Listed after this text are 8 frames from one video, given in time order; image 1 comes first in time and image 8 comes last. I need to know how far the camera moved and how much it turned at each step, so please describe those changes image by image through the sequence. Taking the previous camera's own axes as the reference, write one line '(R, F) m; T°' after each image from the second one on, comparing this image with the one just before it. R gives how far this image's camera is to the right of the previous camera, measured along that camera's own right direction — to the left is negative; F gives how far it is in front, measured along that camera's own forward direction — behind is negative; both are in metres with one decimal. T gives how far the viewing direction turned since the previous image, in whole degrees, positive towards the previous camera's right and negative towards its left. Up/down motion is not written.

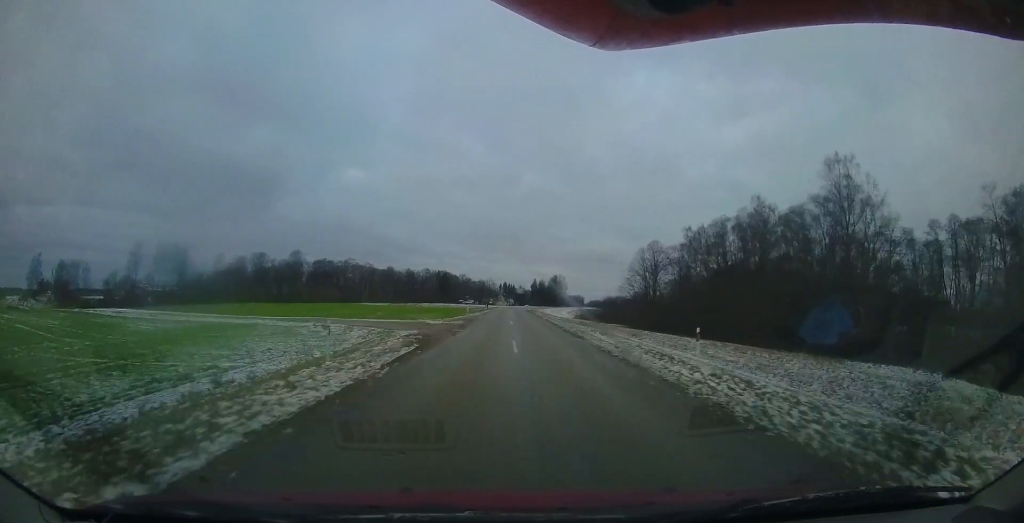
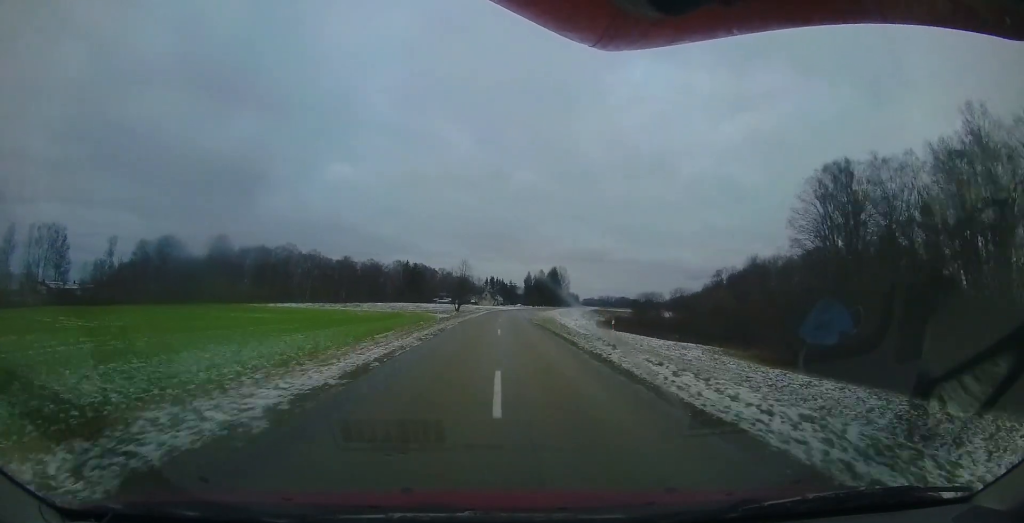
(-0.4, +42.7) m; 0°
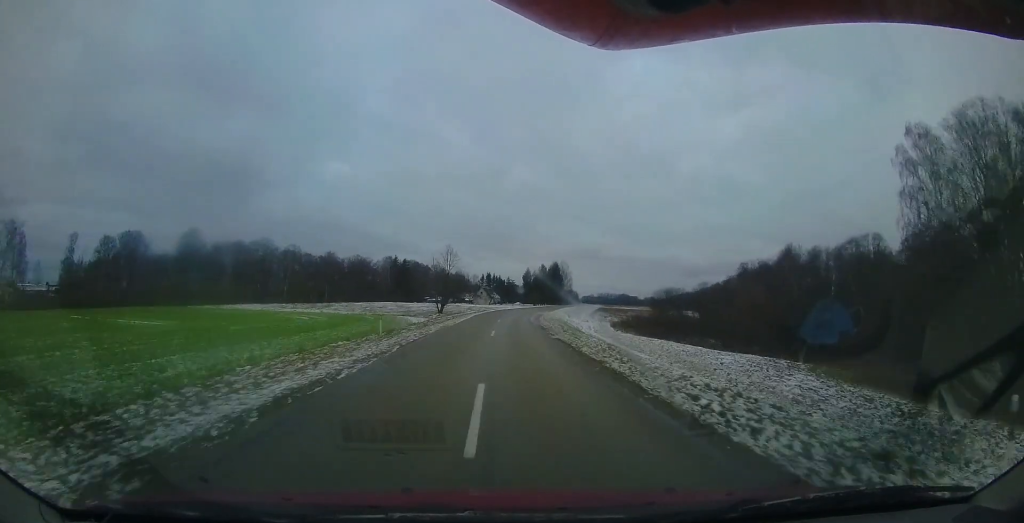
(0.0, +13.3) m; +1°
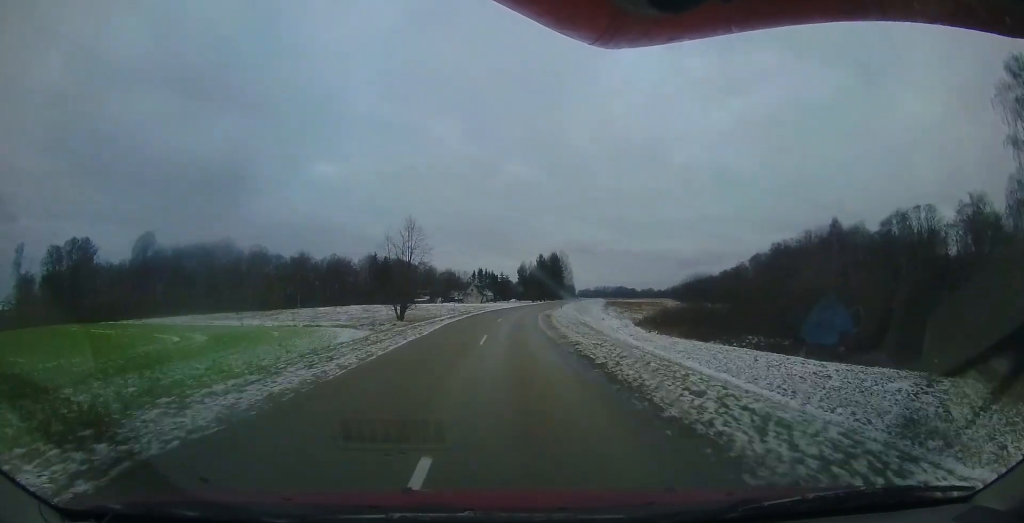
(+0.2, +15.3) m; +1°
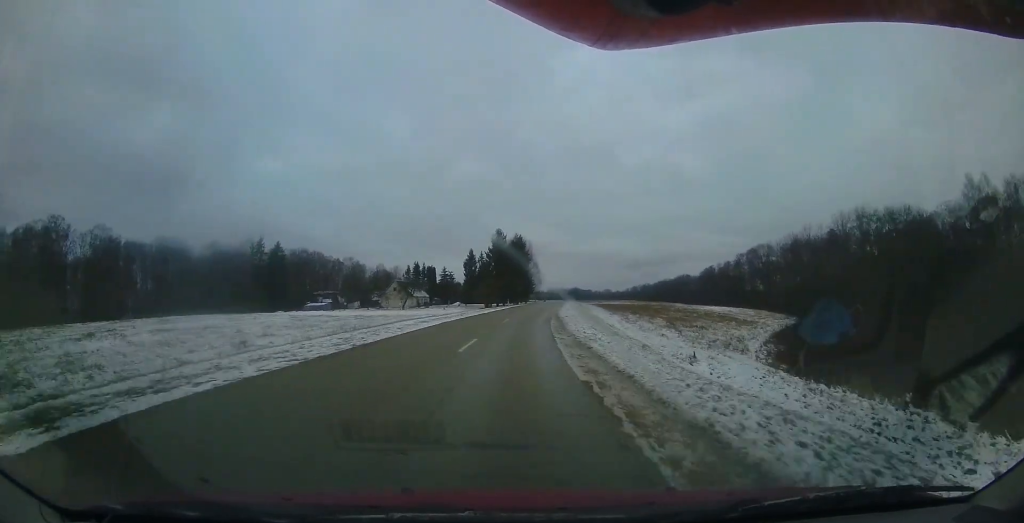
(+1.0, +37.8) m; +5°
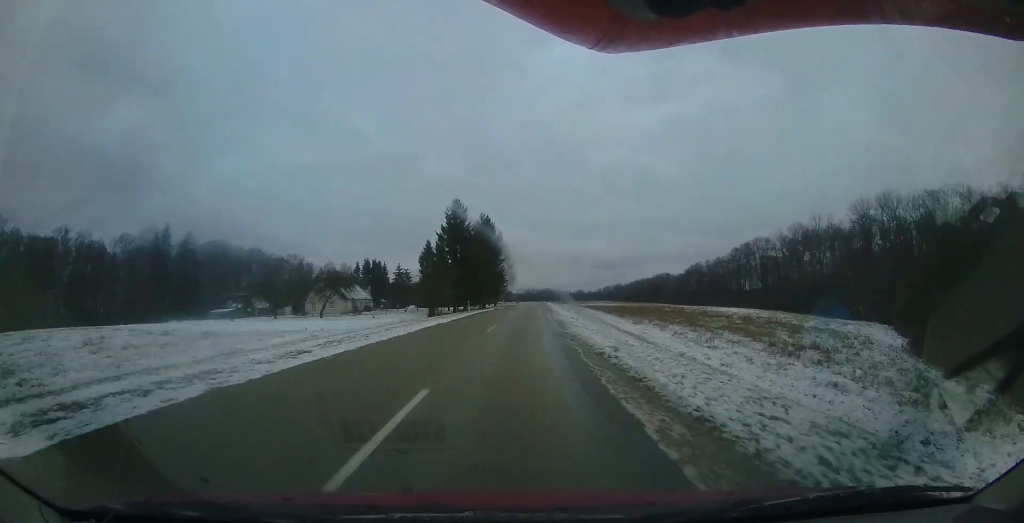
(+0.7, +18.8) m; +5°
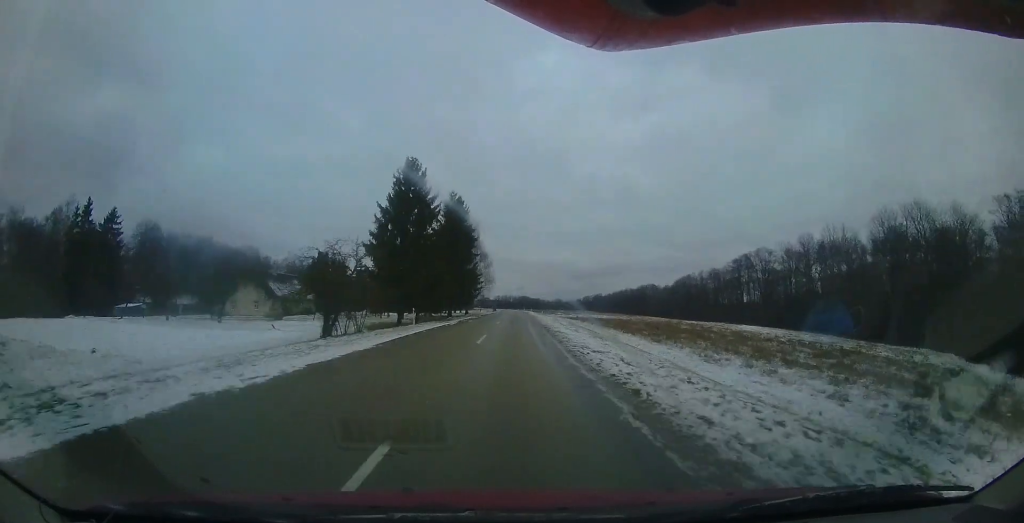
(+0.2, +13.6) m; +4°
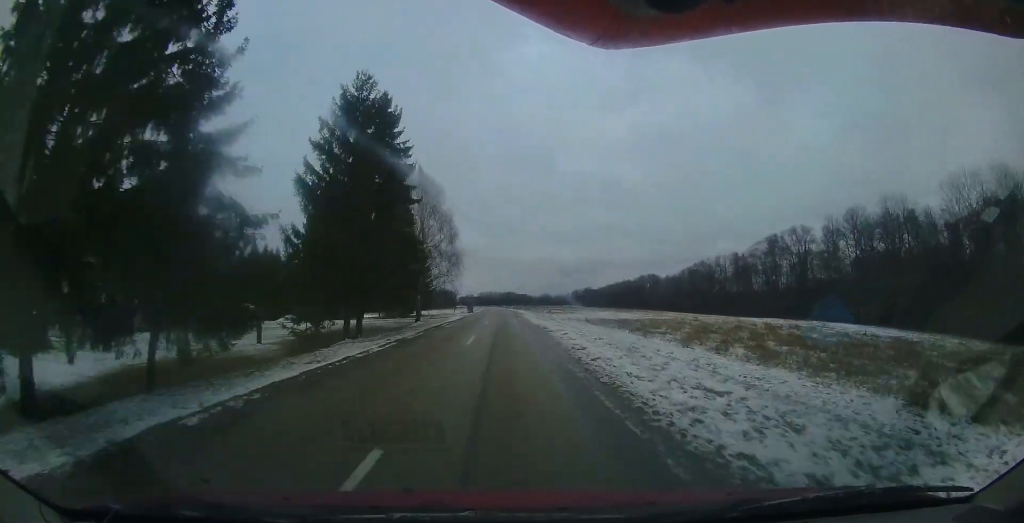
(+1.3, +23.4) m; +5°
